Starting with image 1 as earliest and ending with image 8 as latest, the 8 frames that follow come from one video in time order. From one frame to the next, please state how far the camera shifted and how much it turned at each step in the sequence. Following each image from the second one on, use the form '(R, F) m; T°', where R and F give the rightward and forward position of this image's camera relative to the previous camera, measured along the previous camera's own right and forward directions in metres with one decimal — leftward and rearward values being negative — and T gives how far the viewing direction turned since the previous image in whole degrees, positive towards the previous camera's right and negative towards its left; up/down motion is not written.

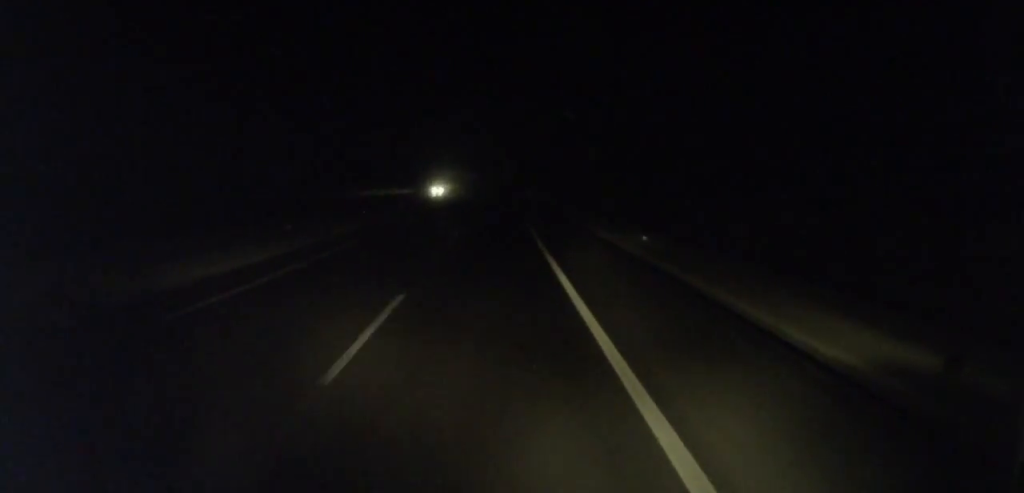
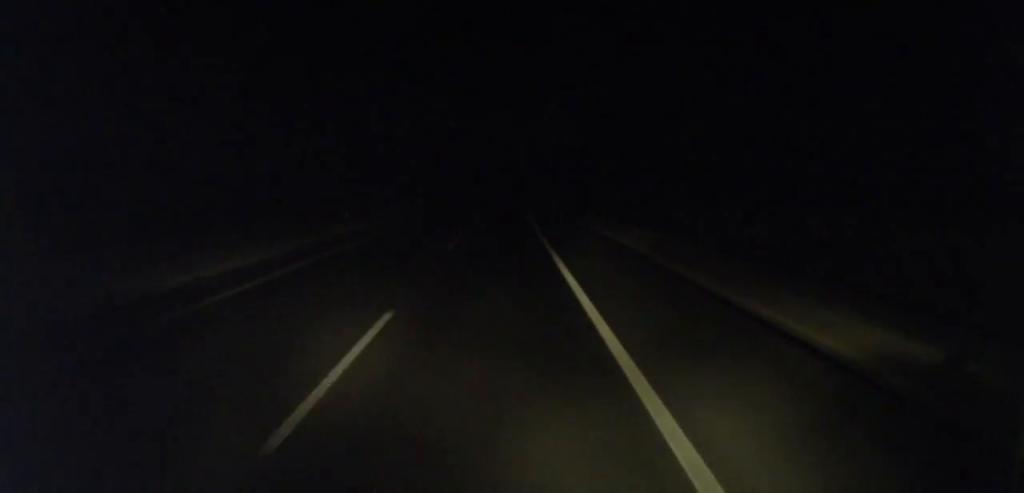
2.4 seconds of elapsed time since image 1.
(0.0, +53.2) m; 0°
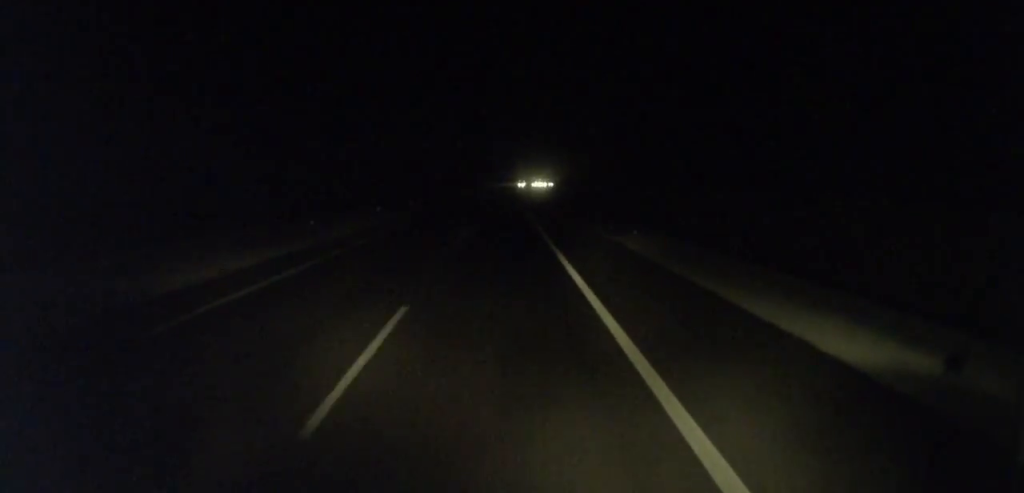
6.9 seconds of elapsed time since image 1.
(+0.2, +101.8) m; 0°
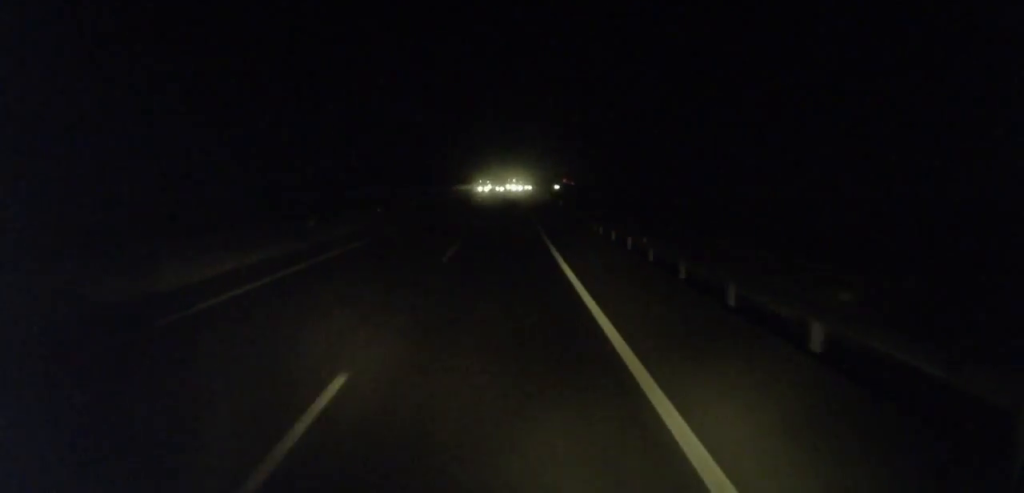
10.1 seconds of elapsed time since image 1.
(-0.2, +72.6) m; 0°
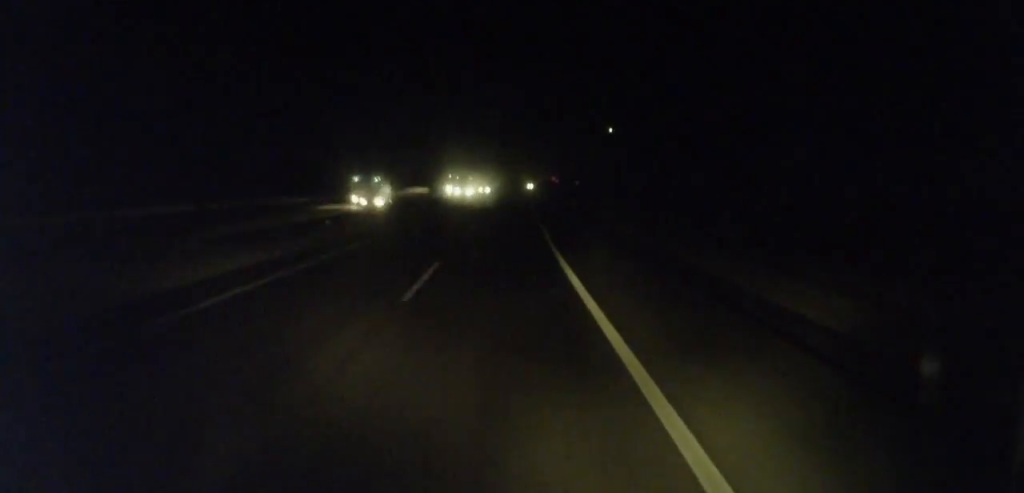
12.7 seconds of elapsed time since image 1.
(-0.7, +57.6) m; +2°
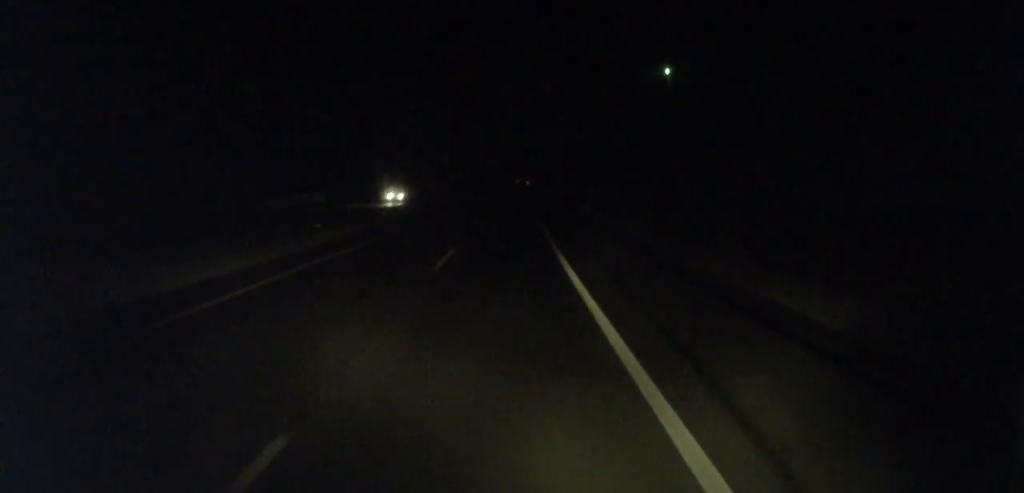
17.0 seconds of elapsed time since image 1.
(+4.5, +96.5) m; +4°
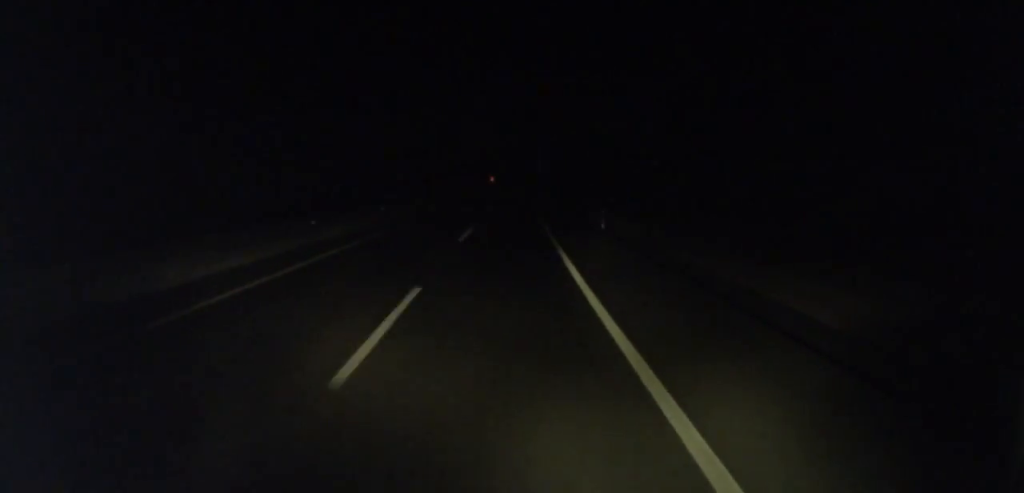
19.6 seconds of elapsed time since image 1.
(+1.1, +59.9) m; +1°
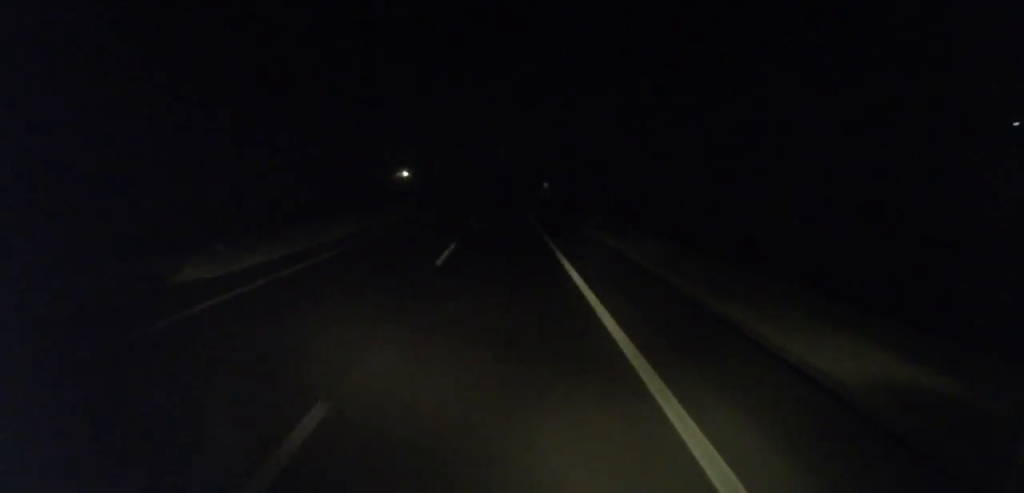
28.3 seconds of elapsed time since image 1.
(+6.0, +194.6) m; +3°
